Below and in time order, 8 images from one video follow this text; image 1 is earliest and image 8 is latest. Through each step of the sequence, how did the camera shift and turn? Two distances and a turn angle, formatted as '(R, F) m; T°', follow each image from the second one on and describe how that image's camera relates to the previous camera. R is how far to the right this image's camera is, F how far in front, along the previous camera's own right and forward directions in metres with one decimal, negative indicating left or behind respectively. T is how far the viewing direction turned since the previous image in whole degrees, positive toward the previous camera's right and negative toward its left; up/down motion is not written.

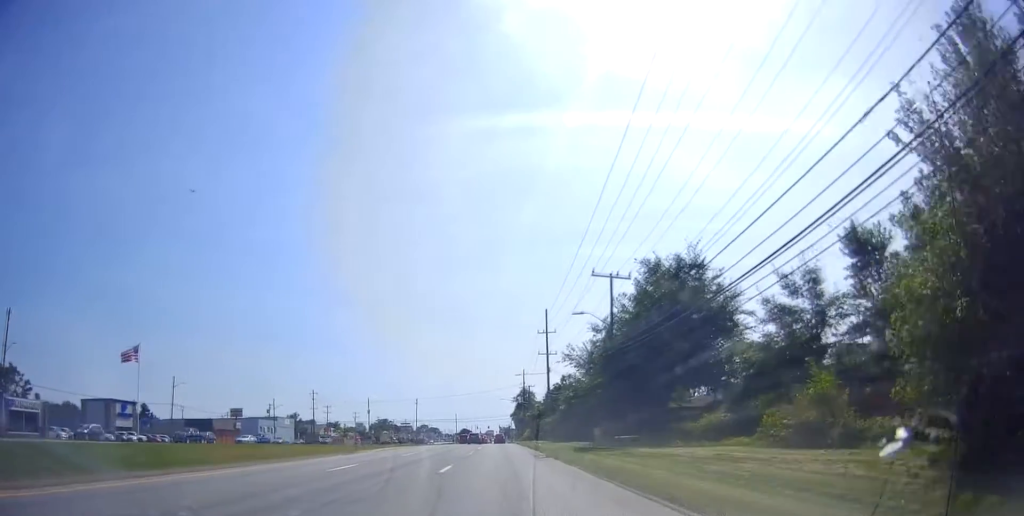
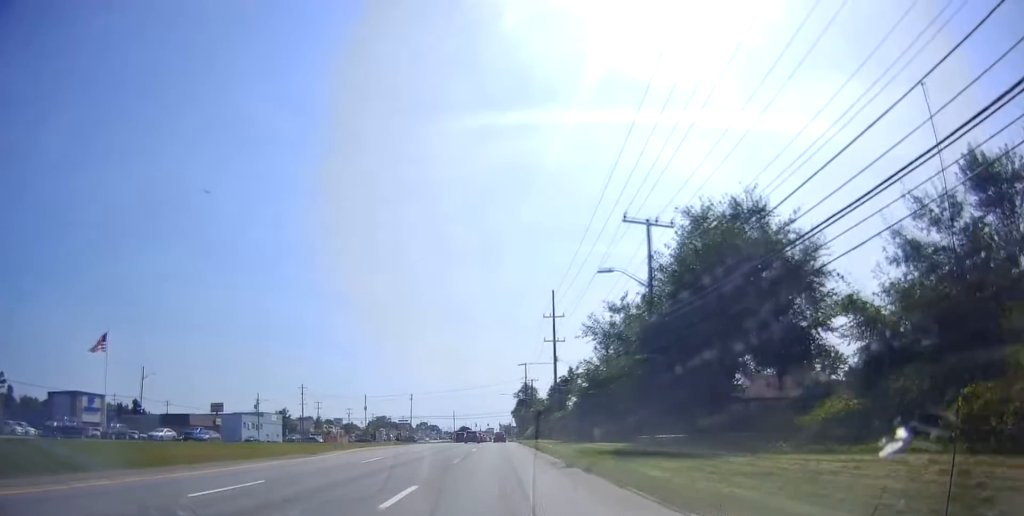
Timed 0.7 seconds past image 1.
(+0.3, +10.3) m; +1°
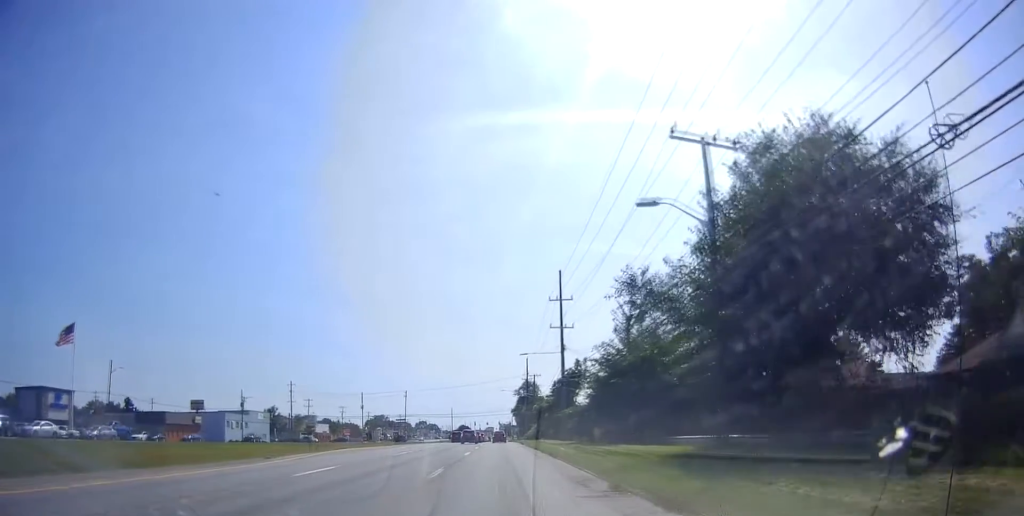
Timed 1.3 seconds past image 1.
(-0.1, +9.2) m; 0°
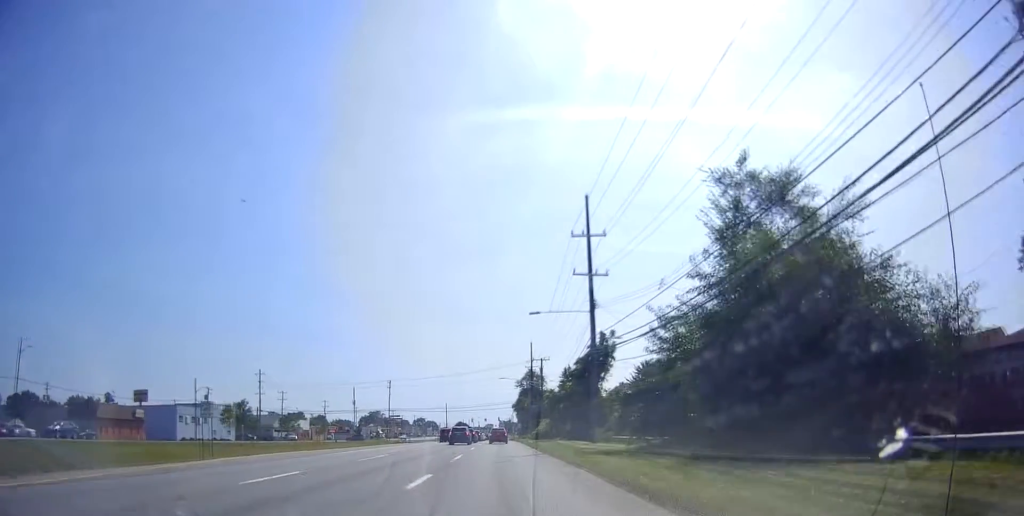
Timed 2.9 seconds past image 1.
(0.0, +21.1) m; -2°
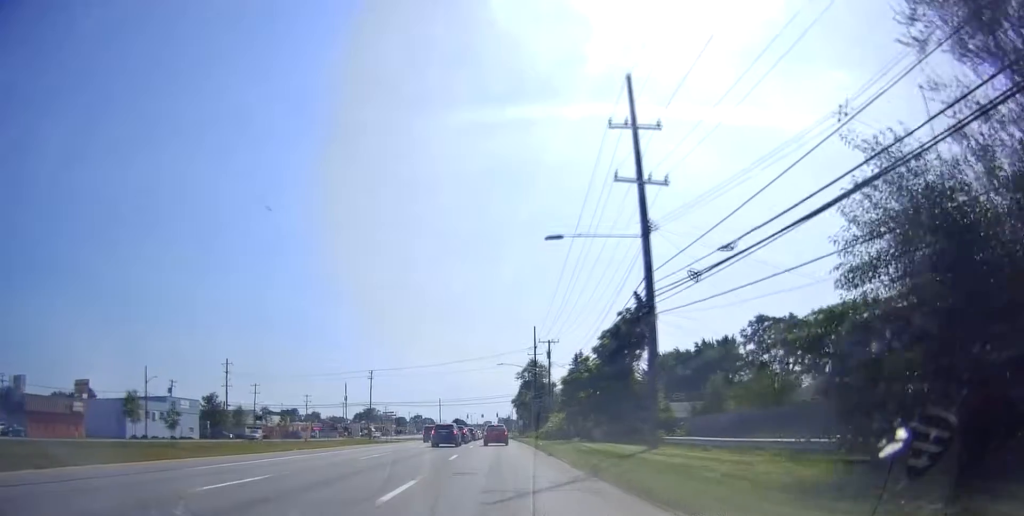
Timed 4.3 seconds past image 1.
(-0.2, +18.0) m; -1°
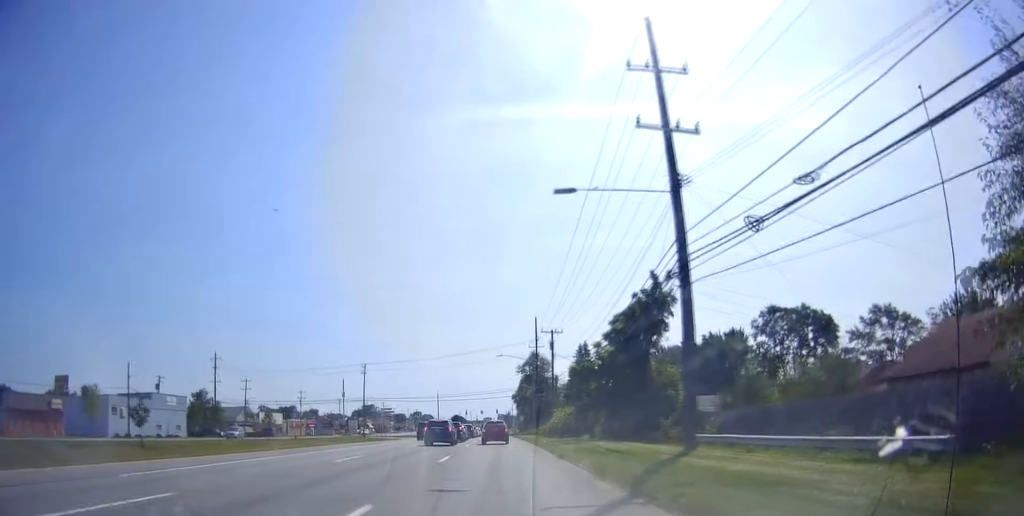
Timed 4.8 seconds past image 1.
(+0.1, +6.1) m; 0°
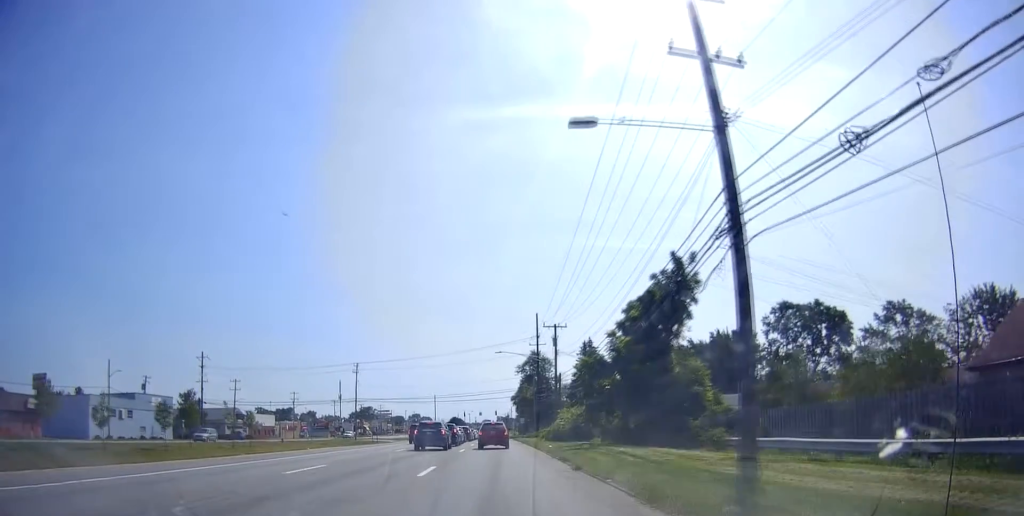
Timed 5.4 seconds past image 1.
(-0.3, +6.2) m; -1°
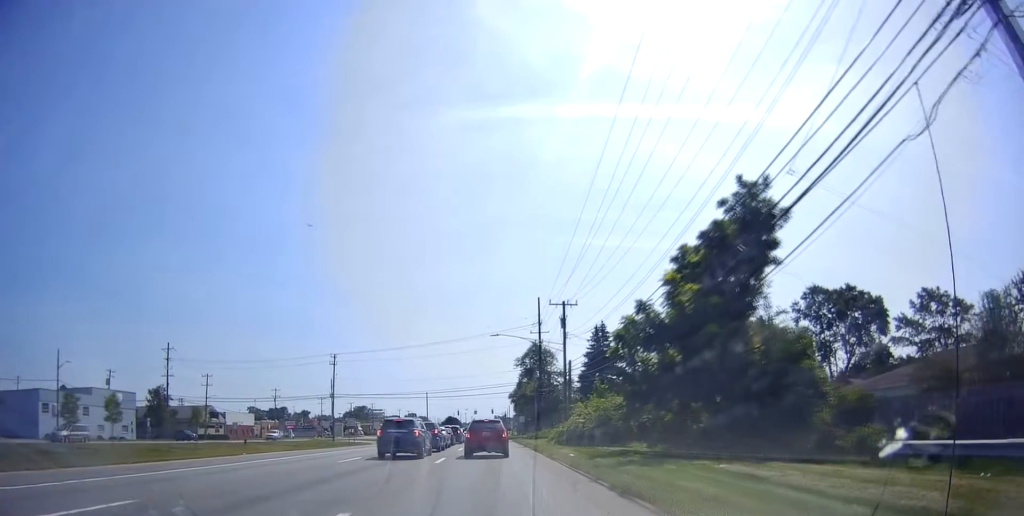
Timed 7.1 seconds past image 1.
(+0.5, +13.7) m; +4°
